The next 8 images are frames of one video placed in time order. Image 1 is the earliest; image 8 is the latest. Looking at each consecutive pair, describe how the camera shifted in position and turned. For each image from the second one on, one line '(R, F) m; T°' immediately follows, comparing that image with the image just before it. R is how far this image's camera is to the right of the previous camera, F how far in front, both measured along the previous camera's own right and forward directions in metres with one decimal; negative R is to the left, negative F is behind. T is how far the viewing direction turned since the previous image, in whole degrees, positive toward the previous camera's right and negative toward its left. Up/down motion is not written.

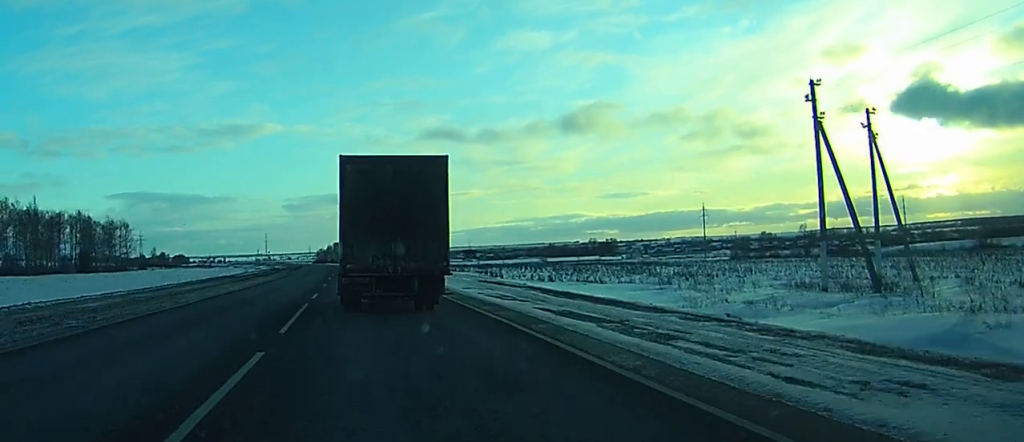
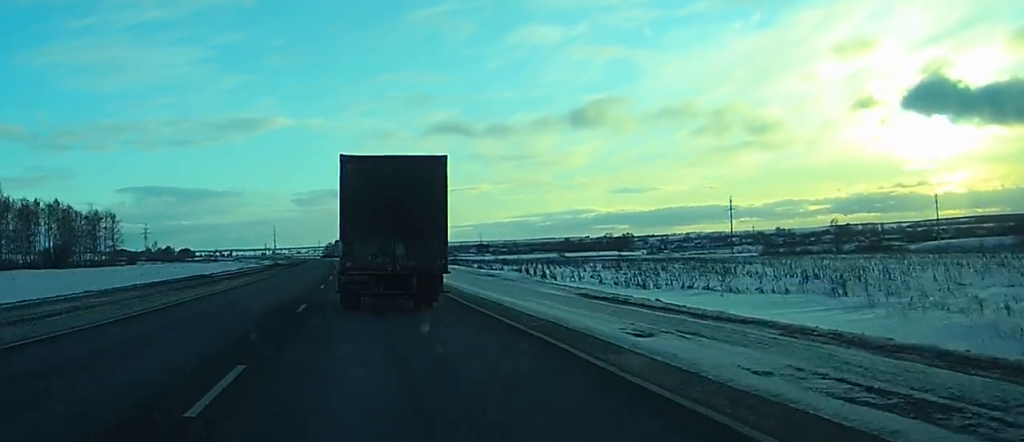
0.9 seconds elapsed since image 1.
(-0.2, +19.7) m; 0°
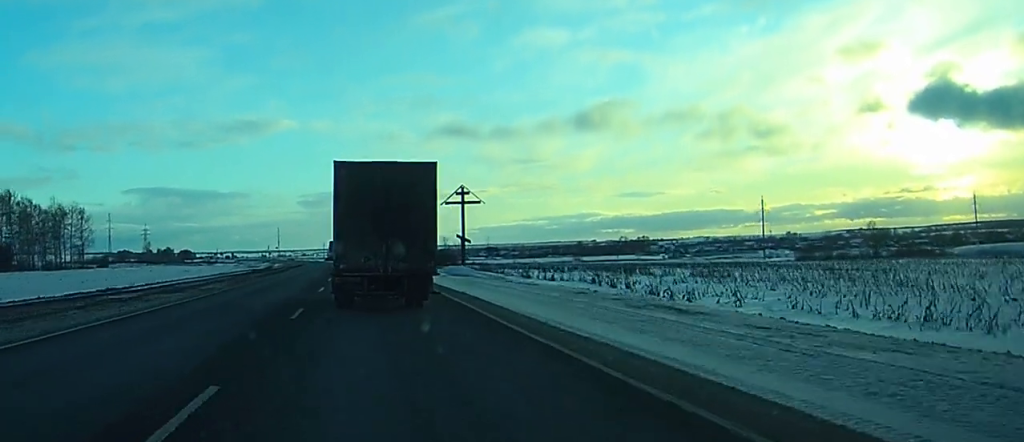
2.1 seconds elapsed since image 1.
(+0.2, +26.3) m; 0°
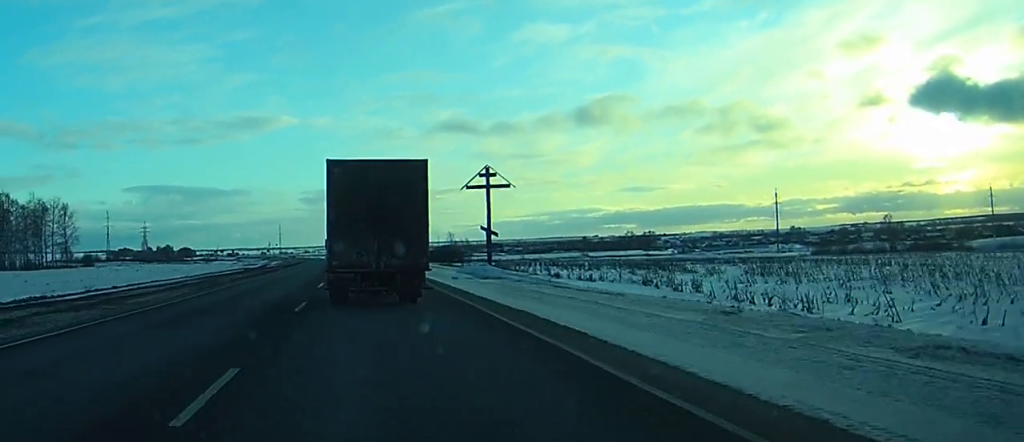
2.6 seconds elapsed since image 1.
(0.0, +10.9) m; 0°
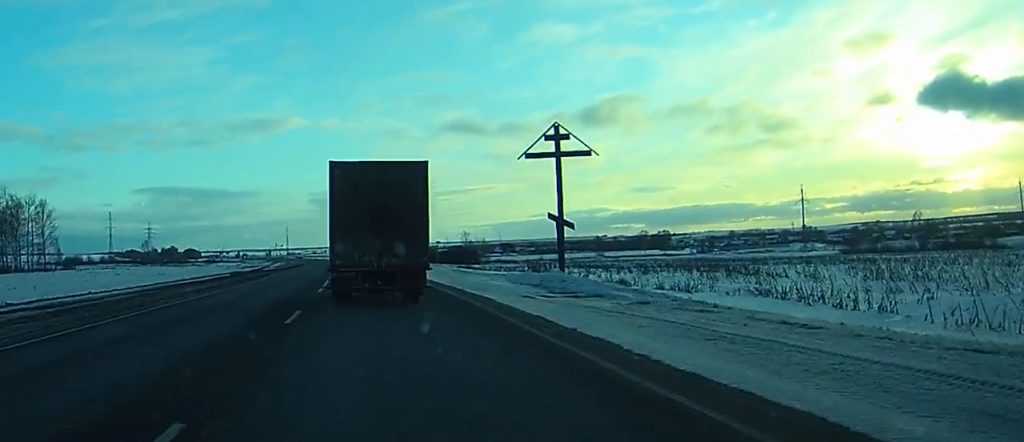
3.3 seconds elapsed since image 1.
(-0.1, +15.3) m; -1°
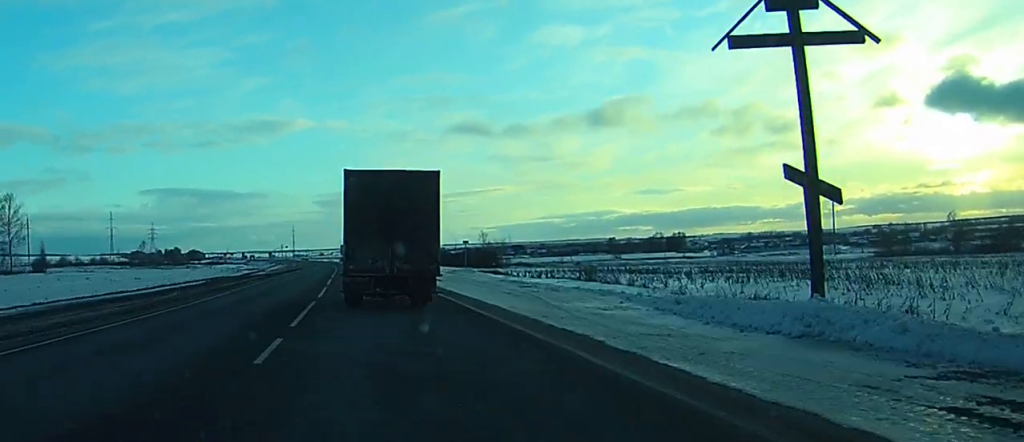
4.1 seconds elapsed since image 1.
(-0.1, +17.5) m; -1°
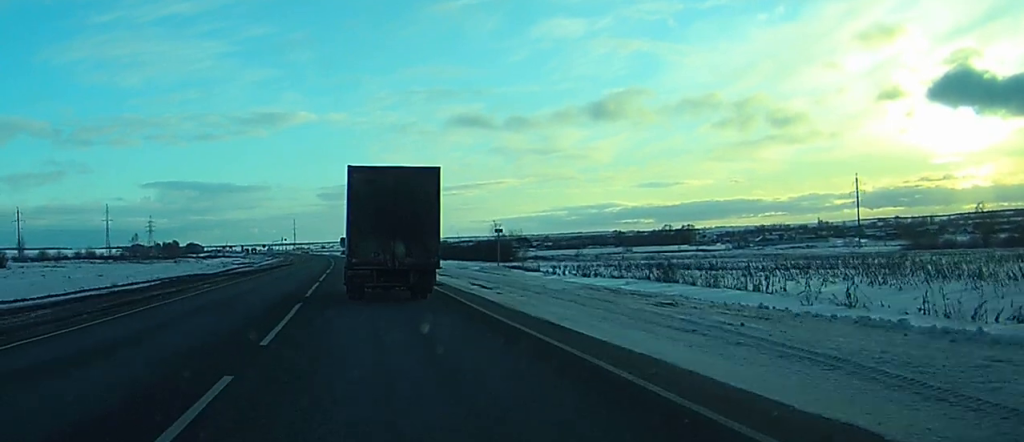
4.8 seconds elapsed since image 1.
(0.0, +16.0) m; 0°
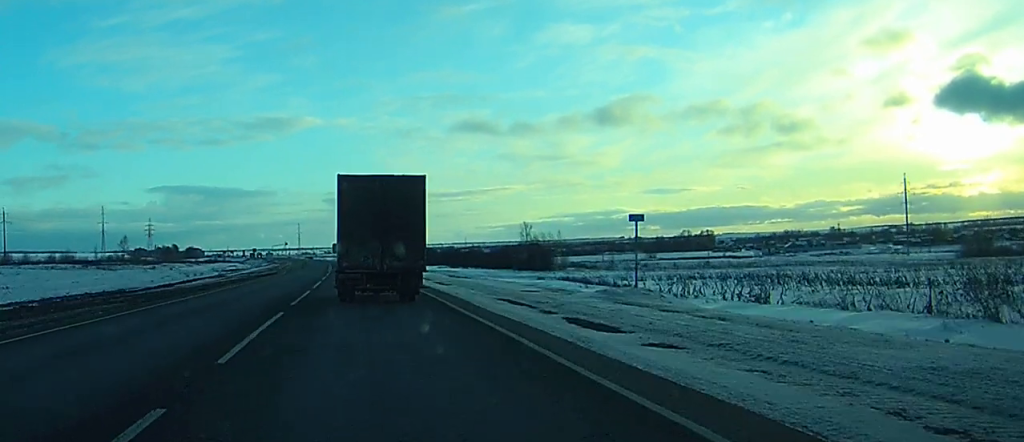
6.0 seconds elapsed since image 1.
(0.0, +26.2) m; 0°
